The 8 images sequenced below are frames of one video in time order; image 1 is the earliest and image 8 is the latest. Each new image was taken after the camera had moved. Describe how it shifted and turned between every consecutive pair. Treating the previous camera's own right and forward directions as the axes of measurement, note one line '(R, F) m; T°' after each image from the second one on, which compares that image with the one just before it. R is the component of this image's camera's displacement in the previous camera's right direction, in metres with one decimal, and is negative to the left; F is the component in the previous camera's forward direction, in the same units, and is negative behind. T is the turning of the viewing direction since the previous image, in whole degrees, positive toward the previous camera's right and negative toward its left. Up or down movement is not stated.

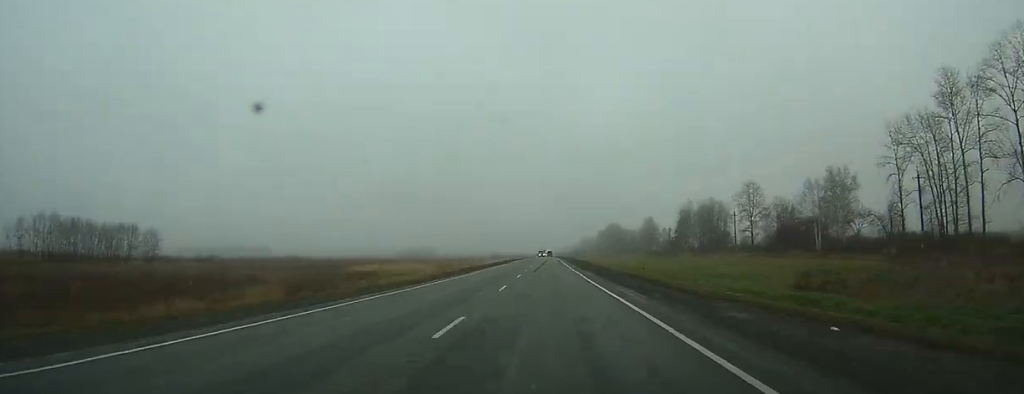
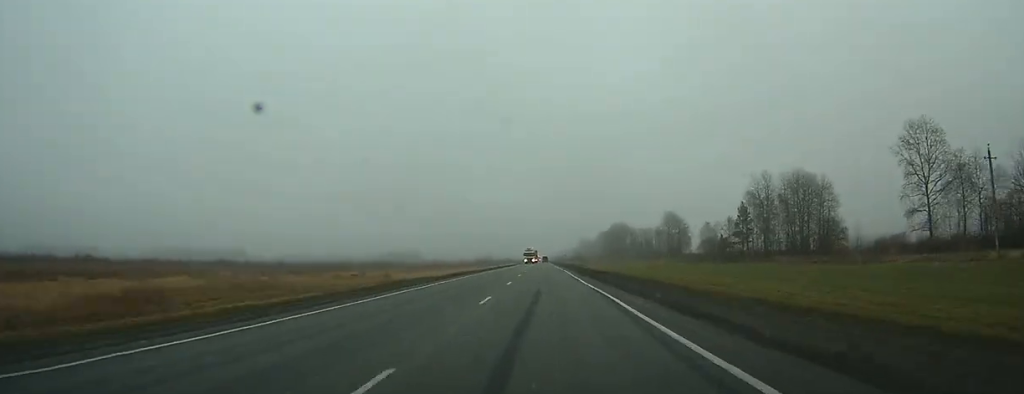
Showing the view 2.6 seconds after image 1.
(+0.1, +82.5) m; 0°
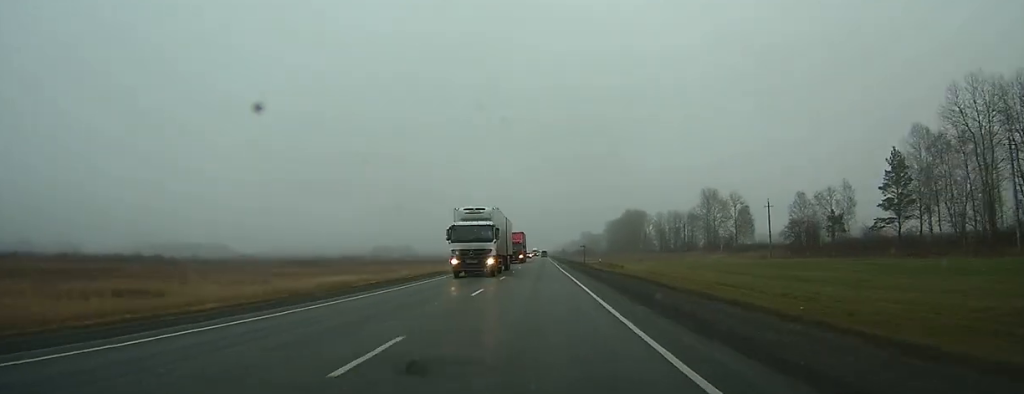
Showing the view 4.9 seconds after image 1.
(+0.1, +72.6) m; 0°
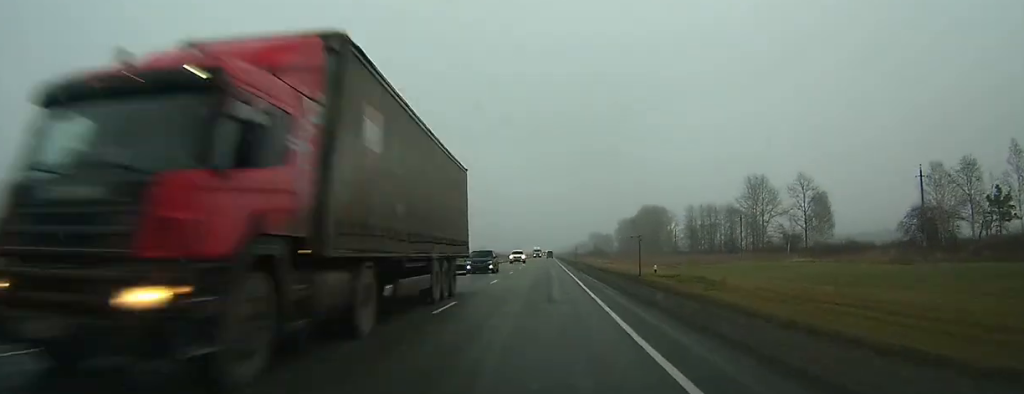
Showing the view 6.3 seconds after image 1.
(+0.1, +42.8) m; 0°
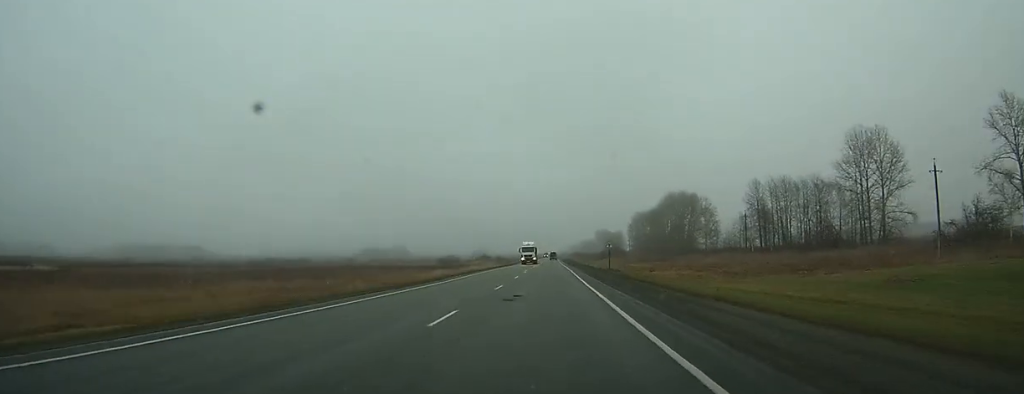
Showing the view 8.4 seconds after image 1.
(-0.3, +62.3) m; 0°
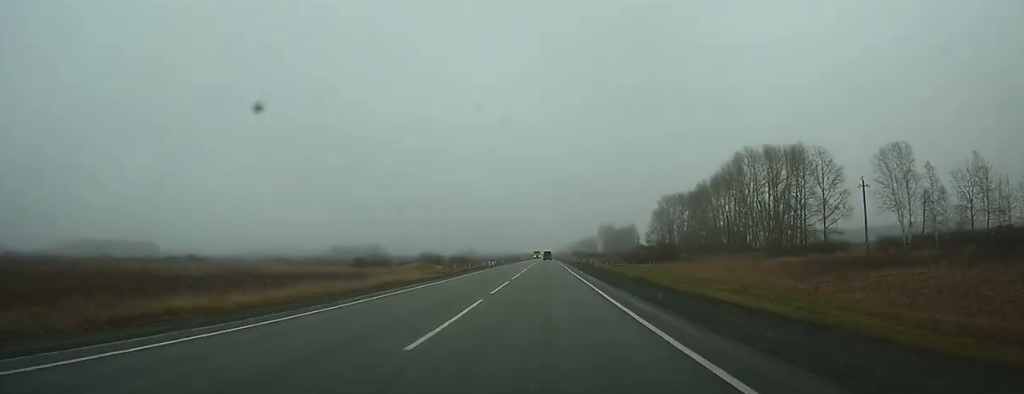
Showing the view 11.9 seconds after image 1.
(0.0, +104.2) m; 0°
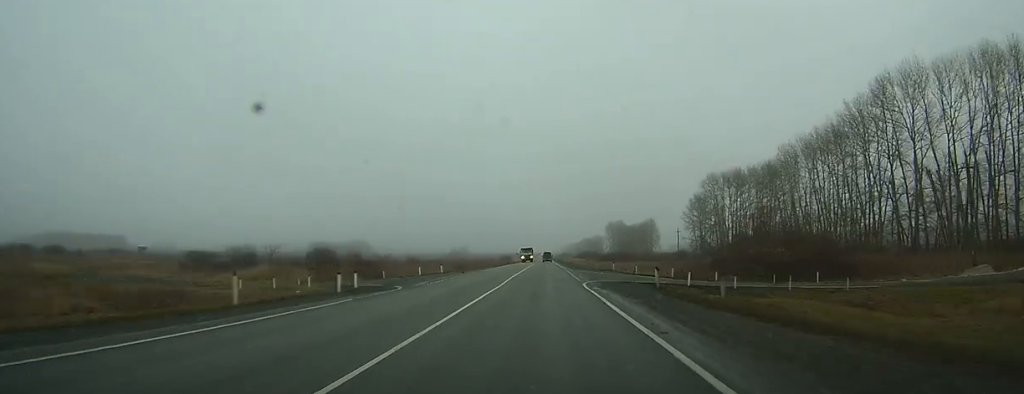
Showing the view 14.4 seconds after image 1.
(+0.2, +70.6) m; 0°
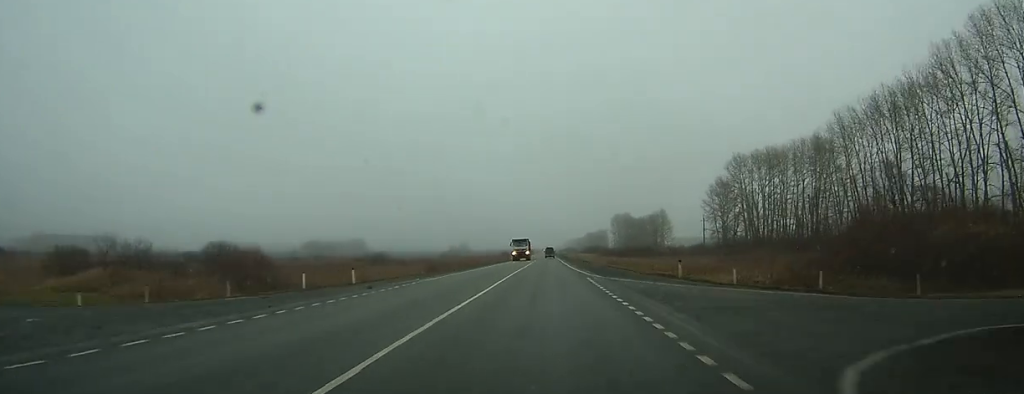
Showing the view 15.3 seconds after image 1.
(0.0, +24.2) m; 0°
